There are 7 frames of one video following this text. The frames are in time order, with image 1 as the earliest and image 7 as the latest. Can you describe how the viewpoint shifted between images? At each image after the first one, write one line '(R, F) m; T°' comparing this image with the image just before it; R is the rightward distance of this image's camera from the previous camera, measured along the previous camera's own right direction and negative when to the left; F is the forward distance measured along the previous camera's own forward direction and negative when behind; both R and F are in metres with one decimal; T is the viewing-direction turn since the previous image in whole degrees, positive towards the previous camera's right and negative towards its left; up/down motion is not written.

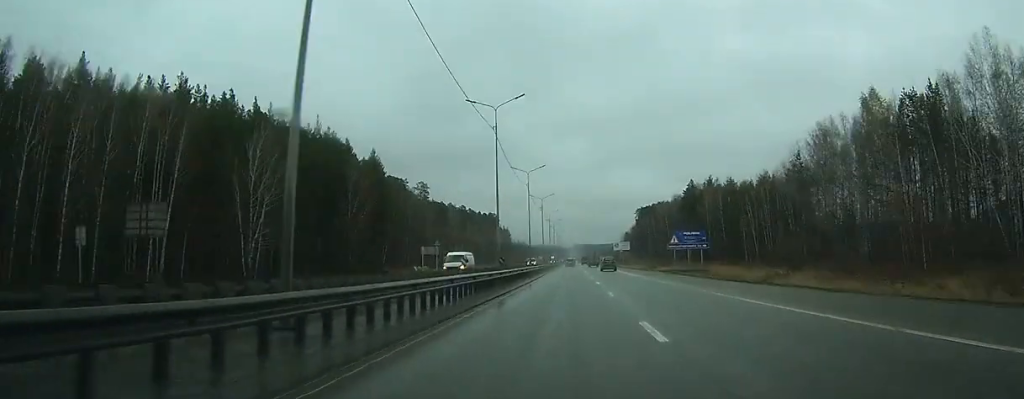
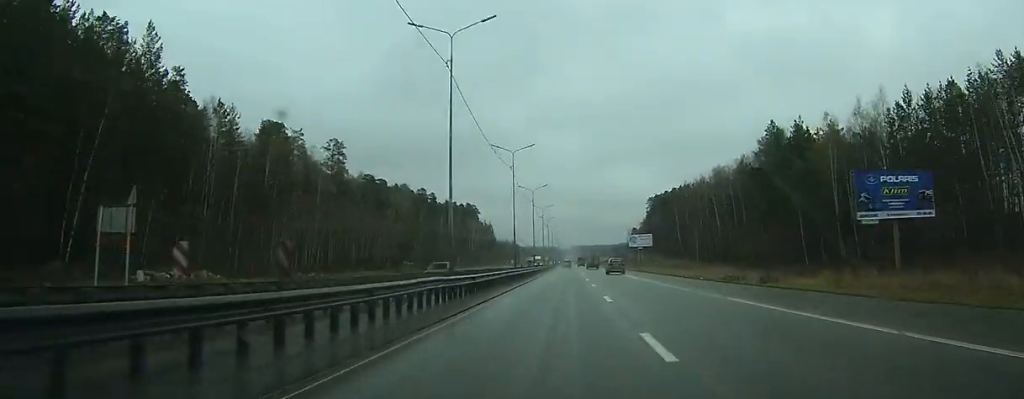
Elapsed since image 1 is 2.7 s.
(+0.4, +74.2) m; 0°
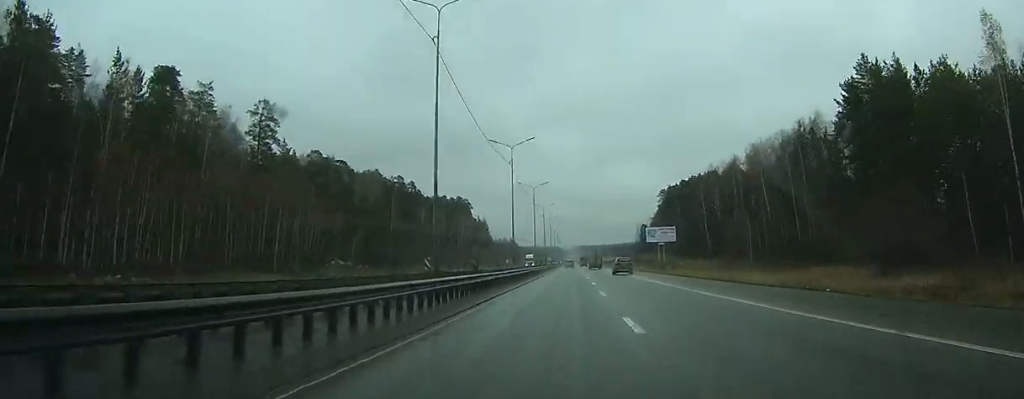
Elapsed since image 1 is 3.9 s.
(0.0, +33.2) m; 0°
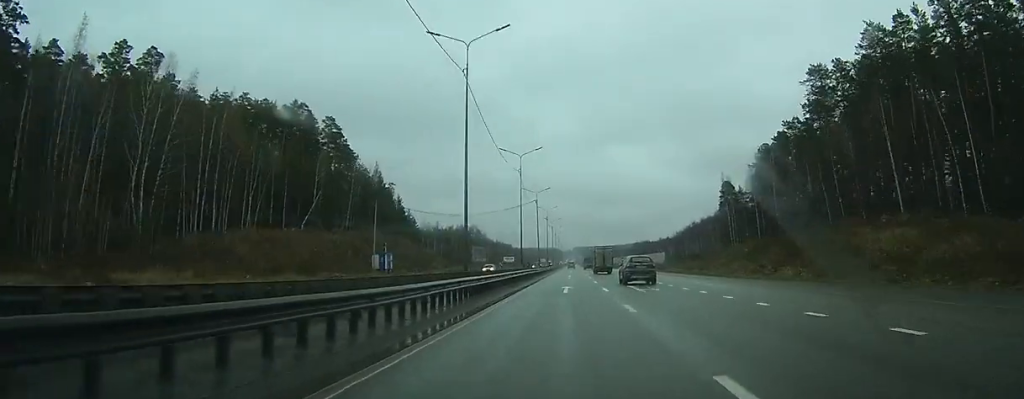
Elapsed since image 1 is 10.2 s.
(+0.5, +175.3) m; 0°
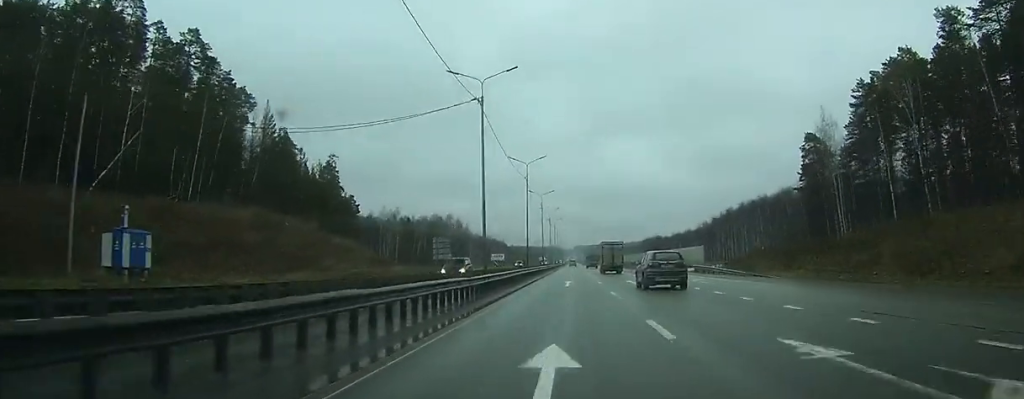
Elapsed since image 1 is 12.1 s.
(-0.1, +53.8) m; 0°
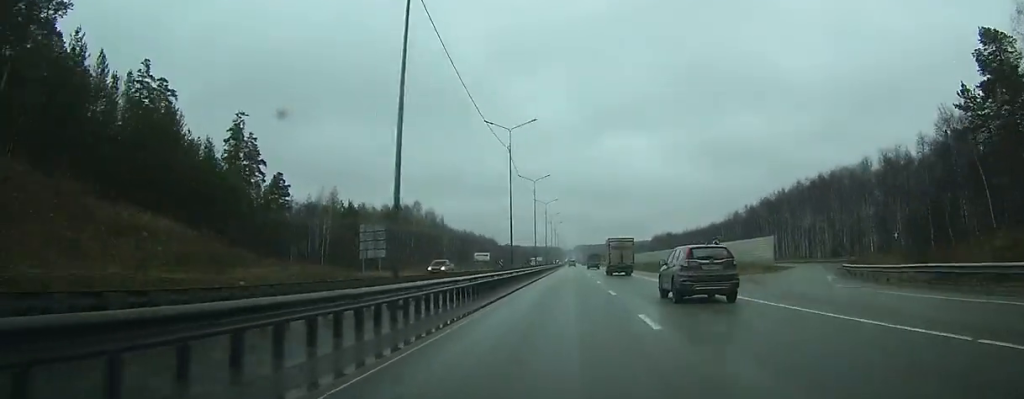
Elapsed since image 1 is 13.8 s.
(0.0, +46.4) m; 0°
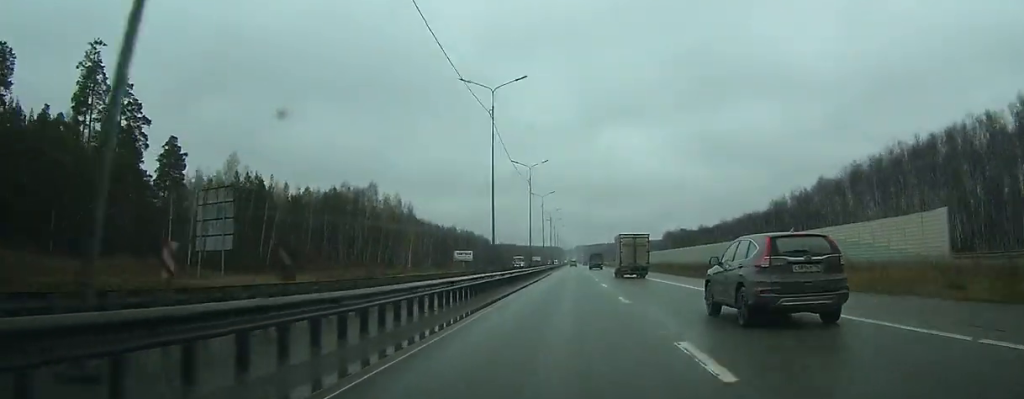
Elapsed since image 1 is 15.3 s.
(-0.2, +40.9) m; 0°
